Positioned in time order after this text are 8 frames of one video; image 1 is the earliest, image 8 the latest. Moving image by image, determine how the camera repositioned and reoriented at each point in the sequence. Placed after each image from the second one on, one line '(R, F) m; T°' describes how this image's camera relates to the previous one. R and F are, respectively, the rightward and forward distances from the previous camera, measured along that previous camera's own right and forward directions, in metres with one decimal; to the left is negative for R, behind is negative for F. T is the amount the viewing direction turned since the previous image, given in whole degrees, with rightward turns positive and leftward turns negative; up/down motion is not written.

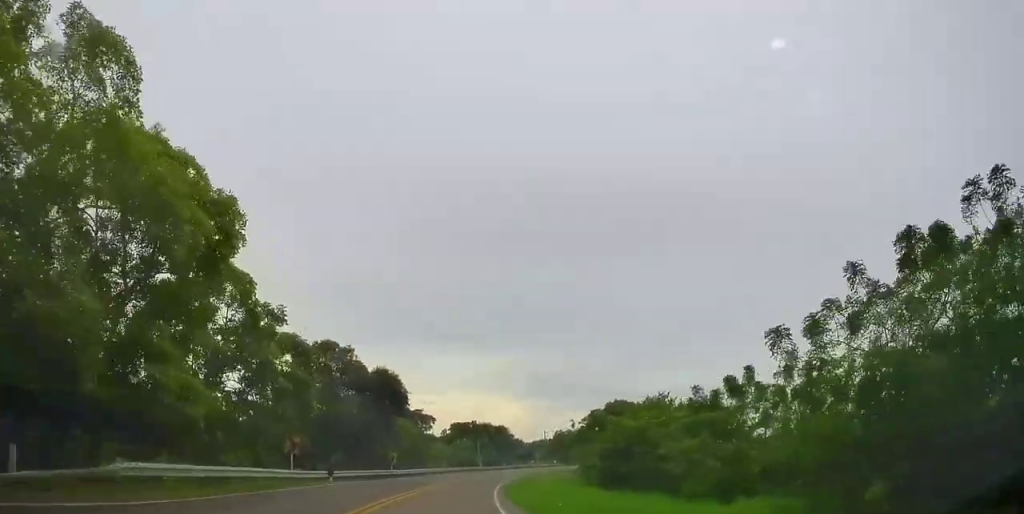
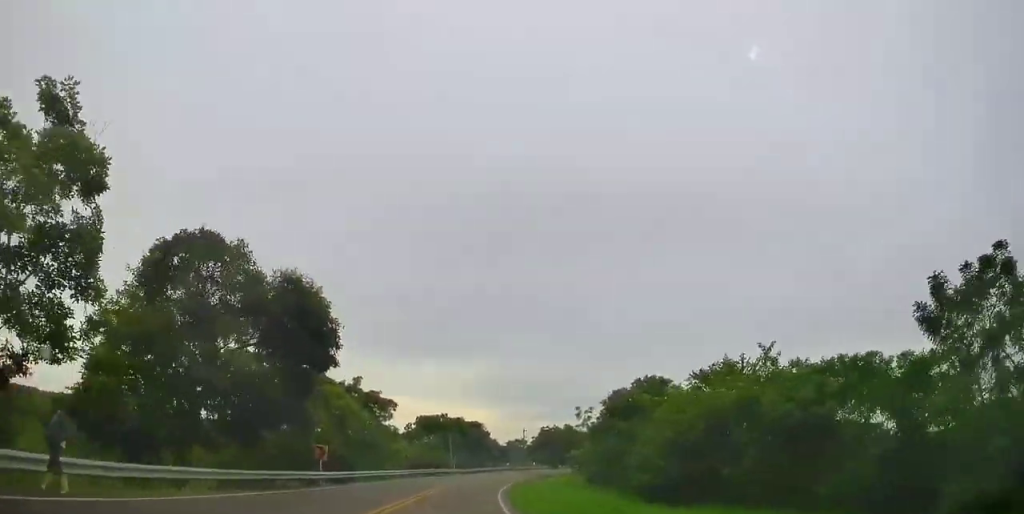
(+0.4, +19.4) m; +2°
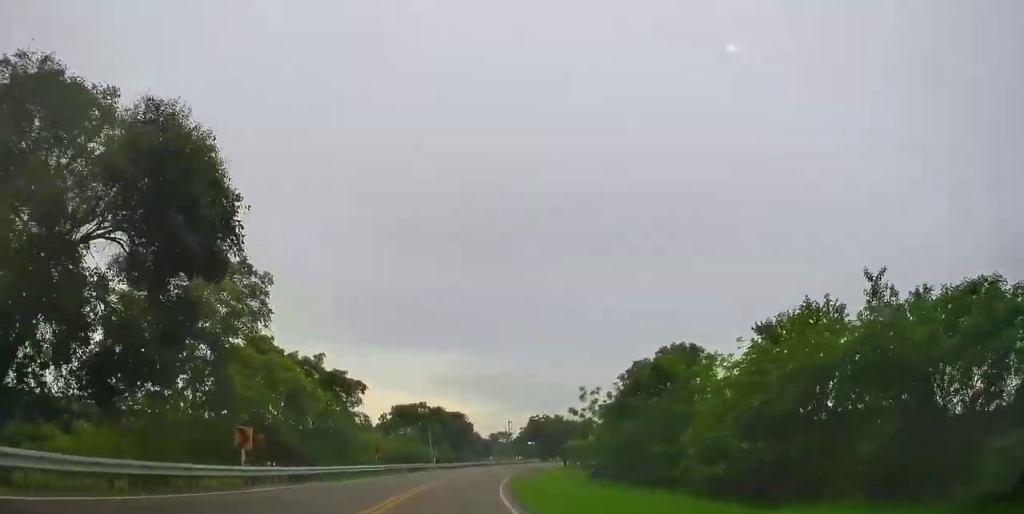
(+0.1, +10.2) m; +1°
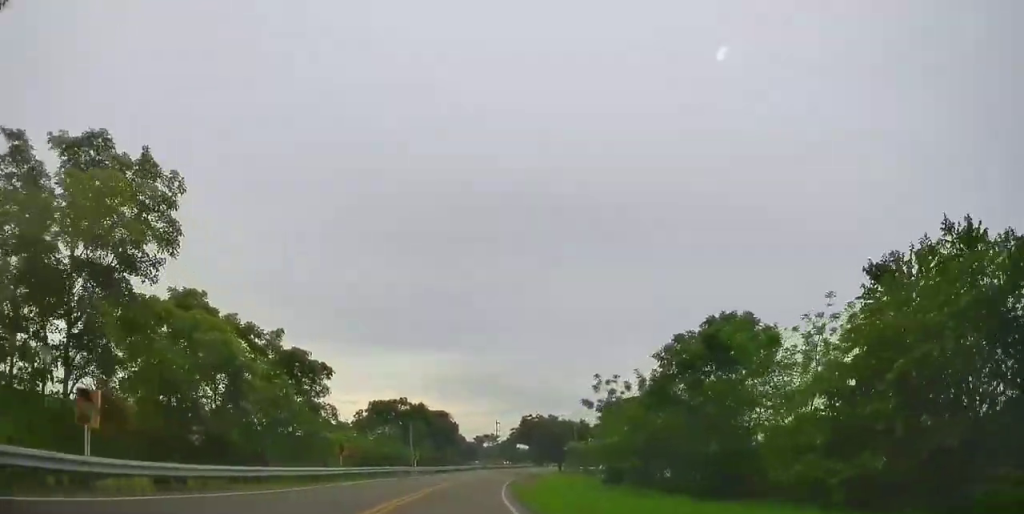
(+0.1, +9.4) m; +1°
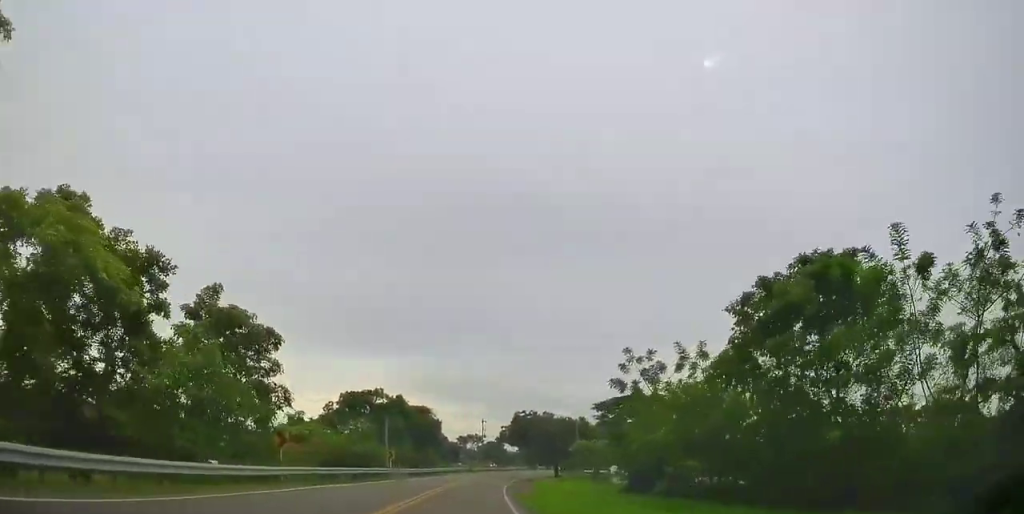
(+0.1, +10.1) m; +1°
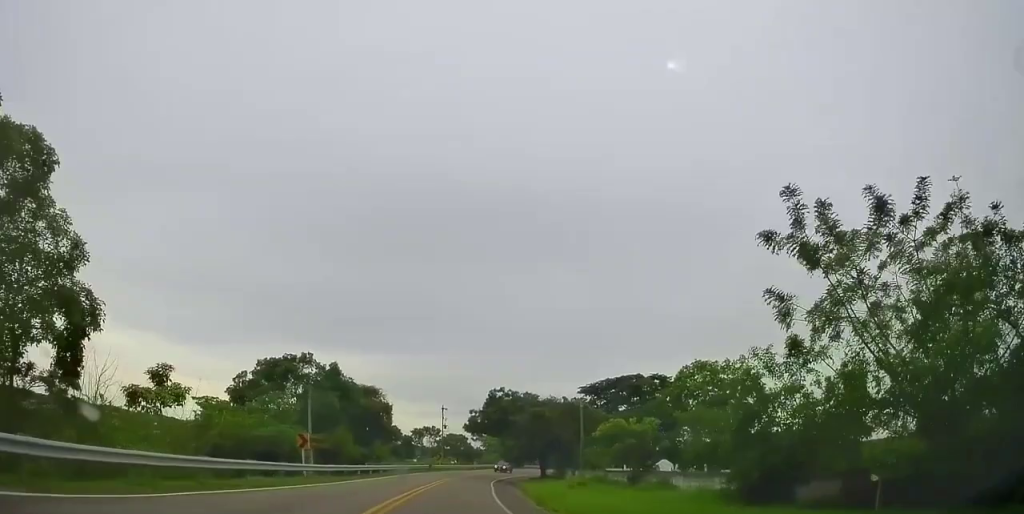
(+0.5, +18.5) m; +3°
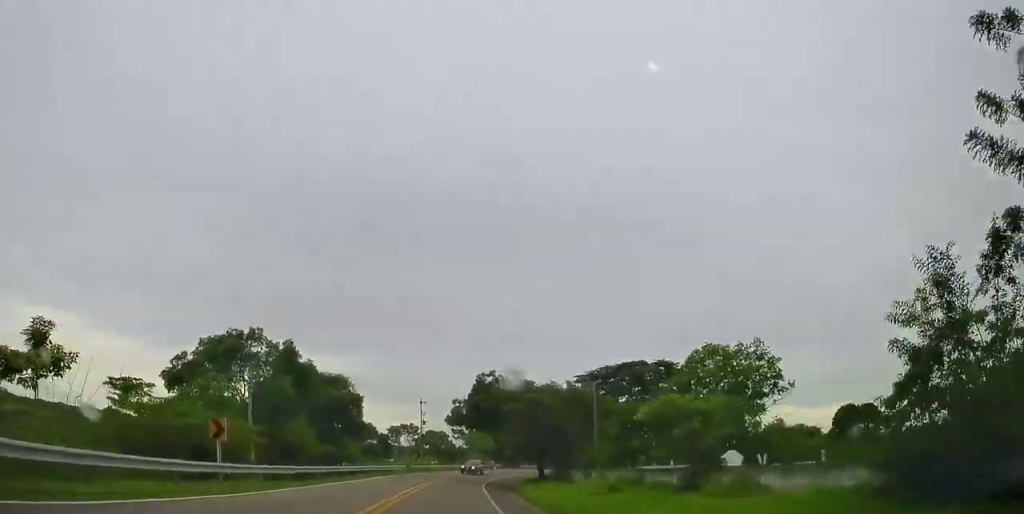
(+0.1, +9.3) m; +2°
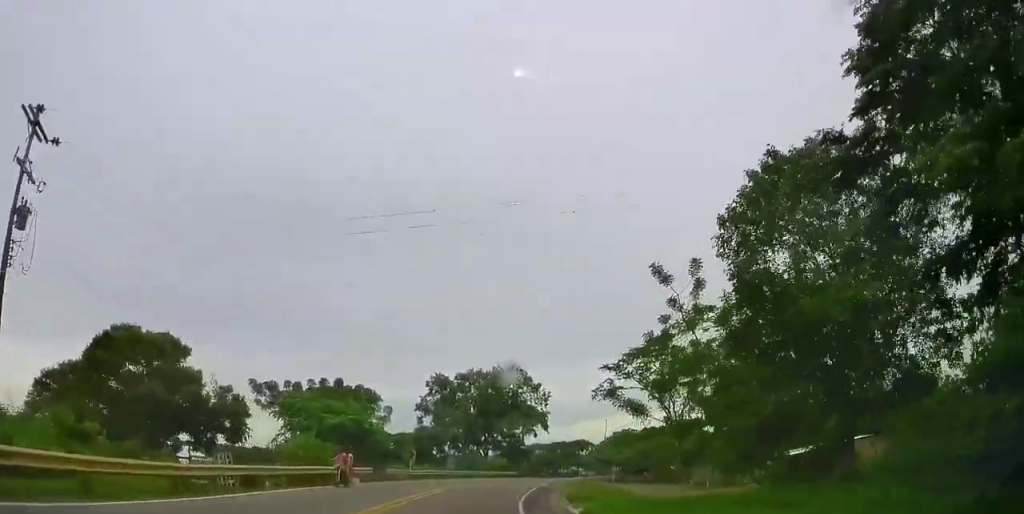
(+8.0, +65.5) m; +13°
